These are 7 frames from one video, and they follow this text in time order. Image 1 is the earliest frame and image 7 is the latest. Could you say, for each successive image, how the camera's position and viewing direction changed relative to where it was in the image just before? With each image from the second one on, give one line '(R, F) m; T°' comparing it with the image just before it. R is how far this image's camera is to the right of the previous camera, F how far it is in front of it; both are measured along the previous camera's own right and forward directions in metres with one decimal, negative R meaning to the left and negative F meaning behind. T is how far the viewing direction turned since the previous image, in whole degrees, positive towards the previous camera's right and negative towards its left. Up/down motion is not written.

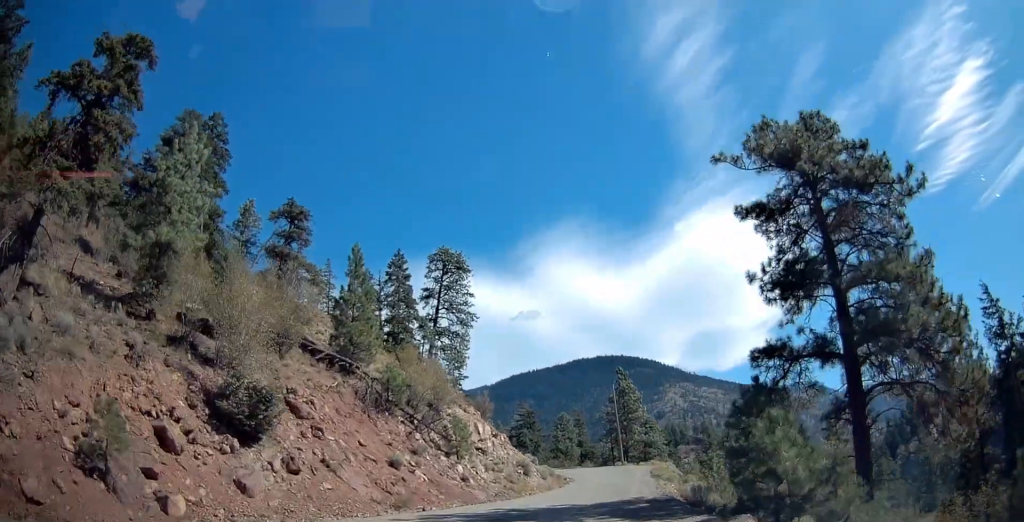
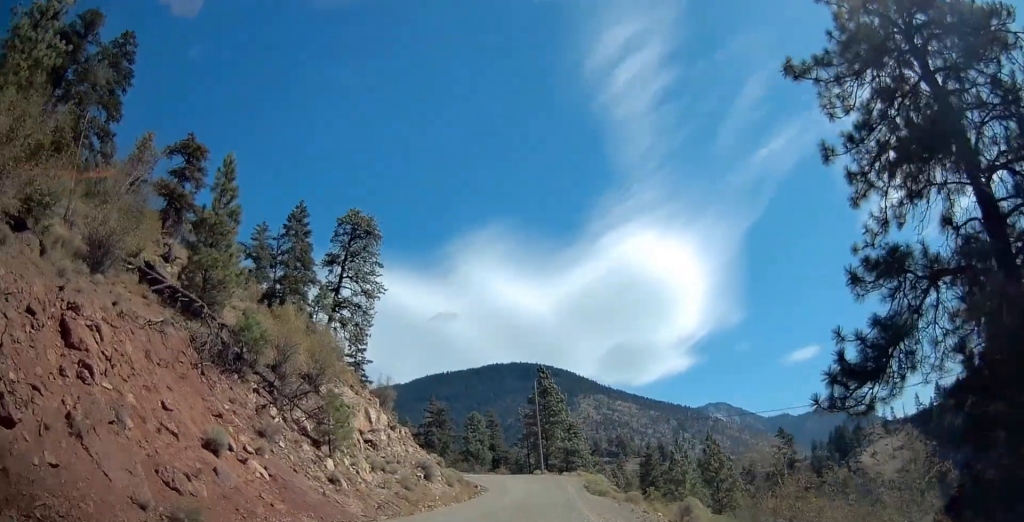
(+0.5, +10.4) m; +7°
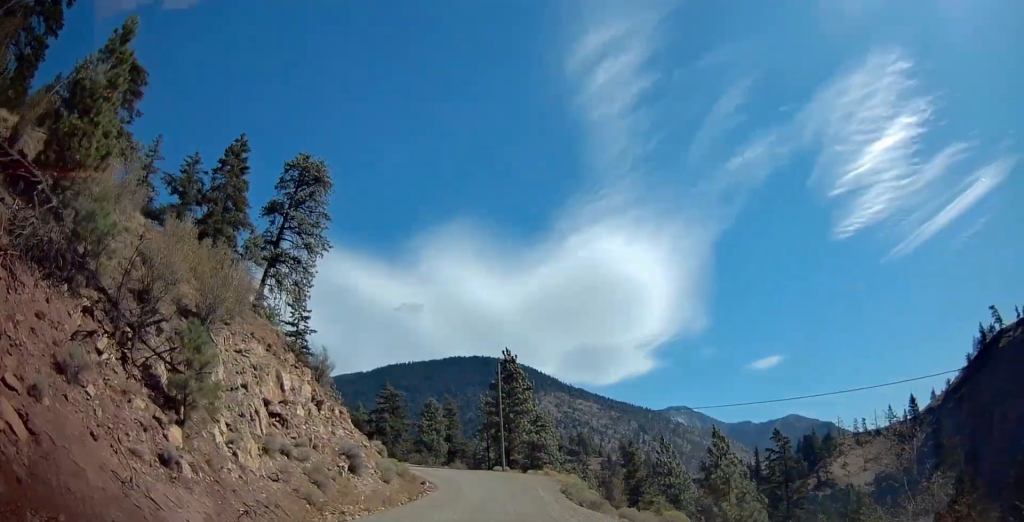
(+0.8, +9.4) m; +7°
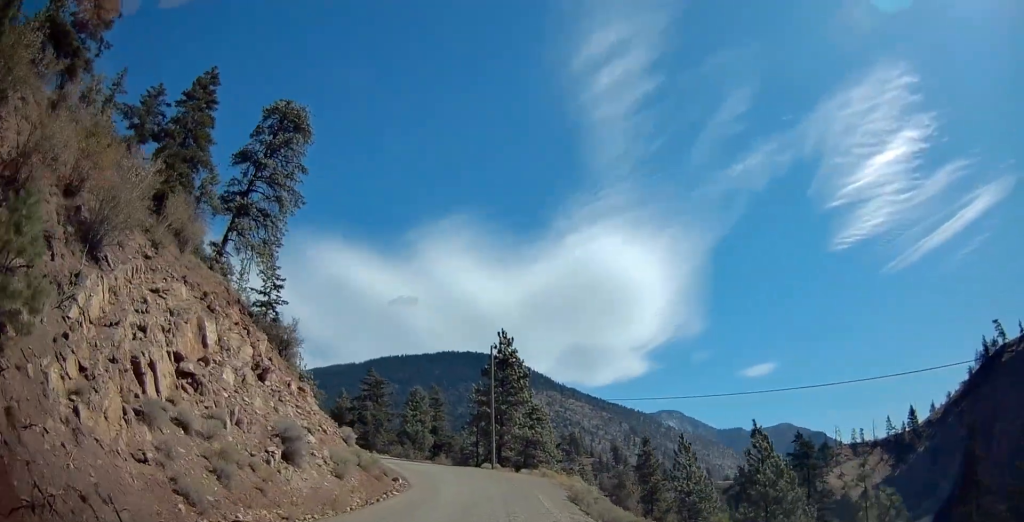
(+0.2, +7.6) m; +2°
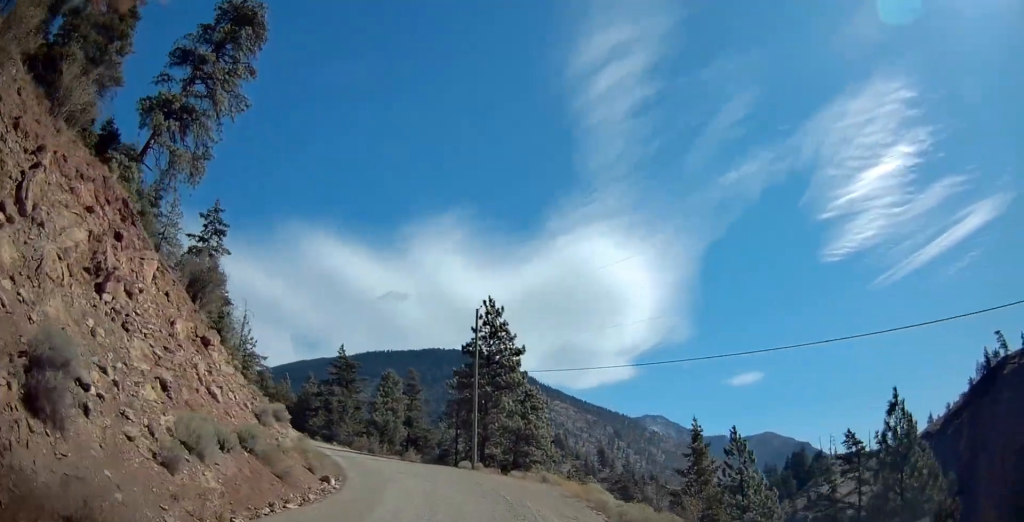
(+0.1, +12.5) m; 0°
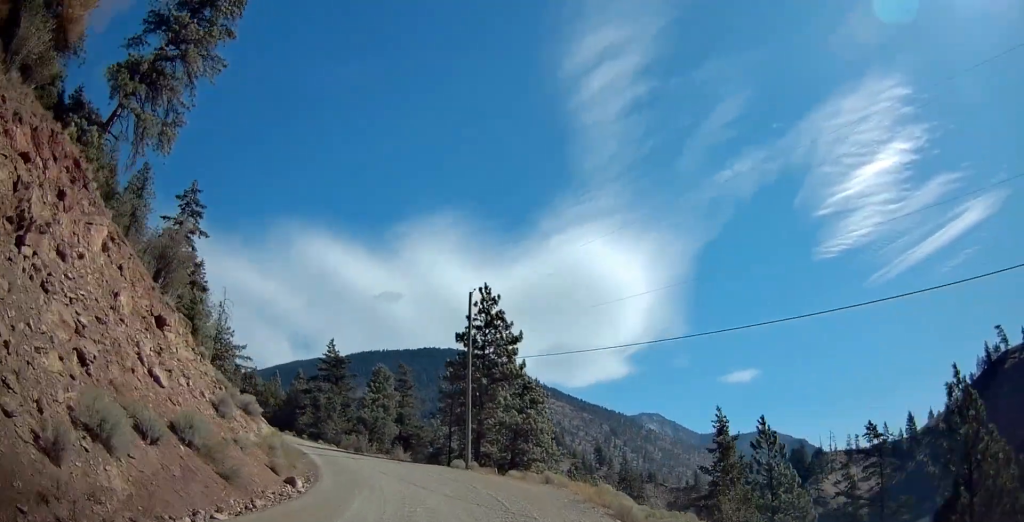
(0.0, +3.9) m; 0°
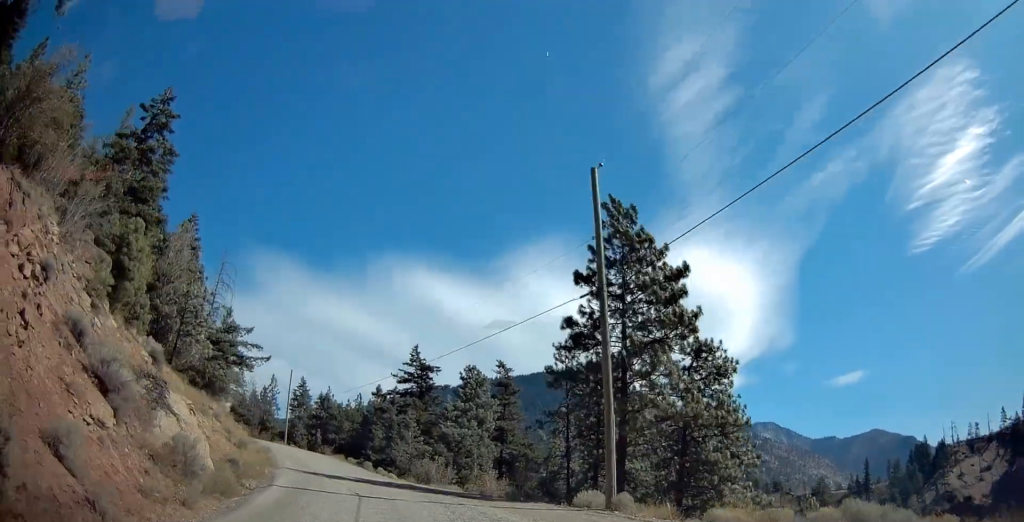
(-0.6, +19.2) m; -7°
